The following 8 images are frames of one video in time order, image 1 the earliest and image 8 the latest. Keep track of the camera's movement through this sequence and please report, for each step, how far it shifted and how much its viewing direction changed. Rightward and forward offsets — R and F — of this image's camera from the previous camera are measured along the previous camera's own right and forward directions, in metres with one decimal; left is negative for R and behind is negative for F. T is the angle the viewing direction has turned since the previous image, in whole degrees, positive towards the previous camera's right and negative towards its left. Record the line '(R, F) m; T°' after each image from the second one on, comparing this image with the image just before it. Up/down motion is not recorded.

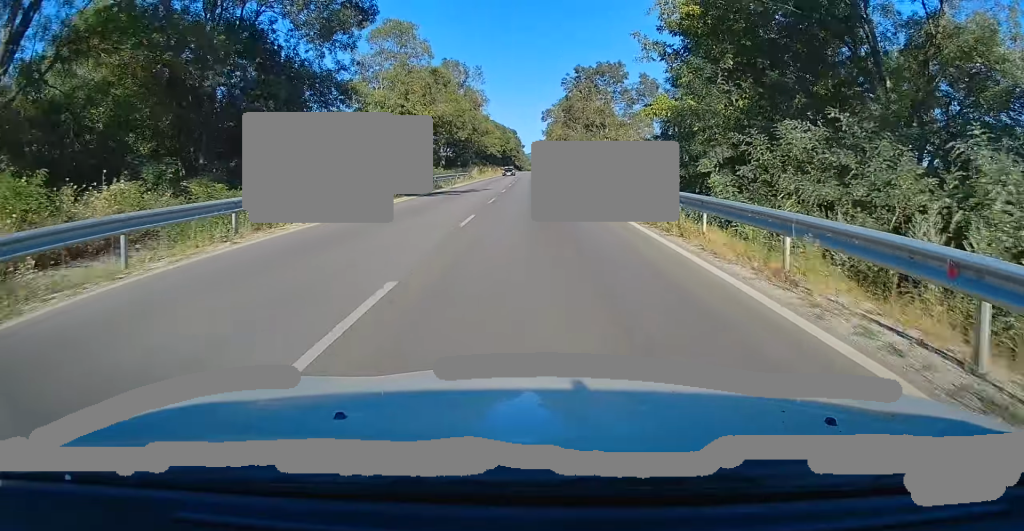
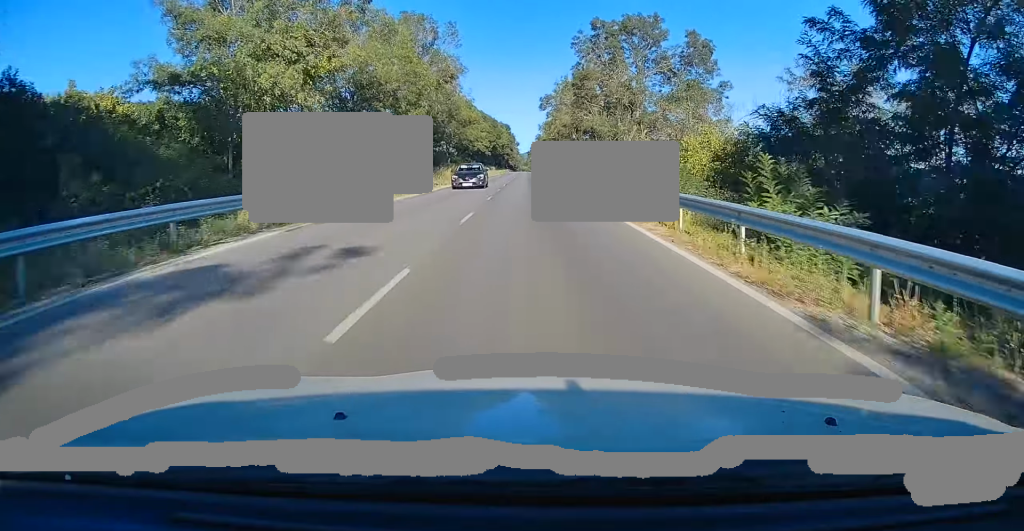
(-0.2, +26.3) m; -1°
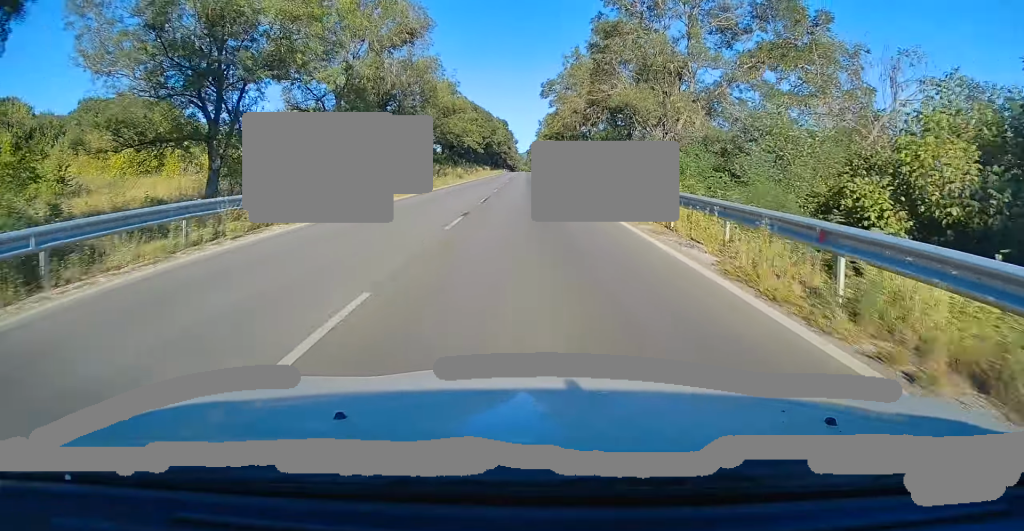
(-0.1, +19.3) m; 0°
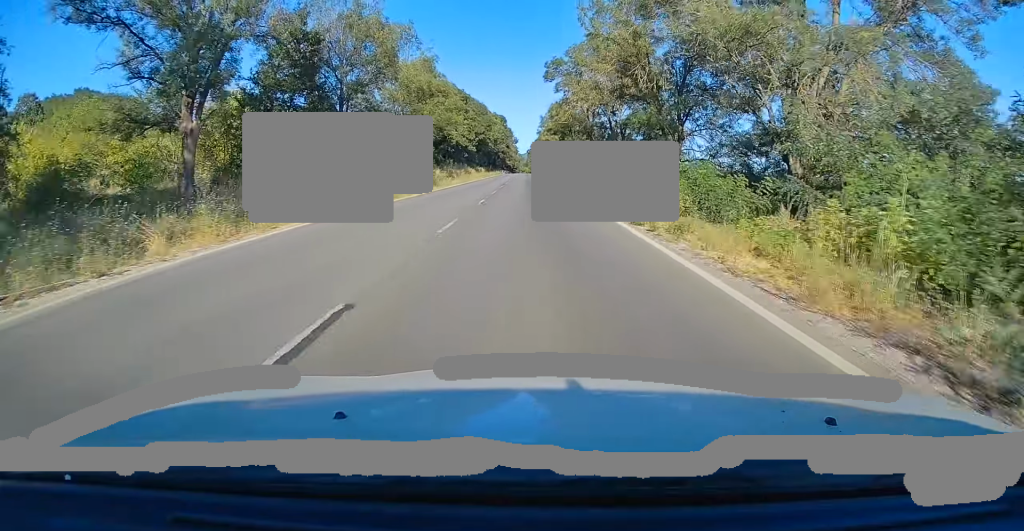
(+0.3, +18.5) m; +1°
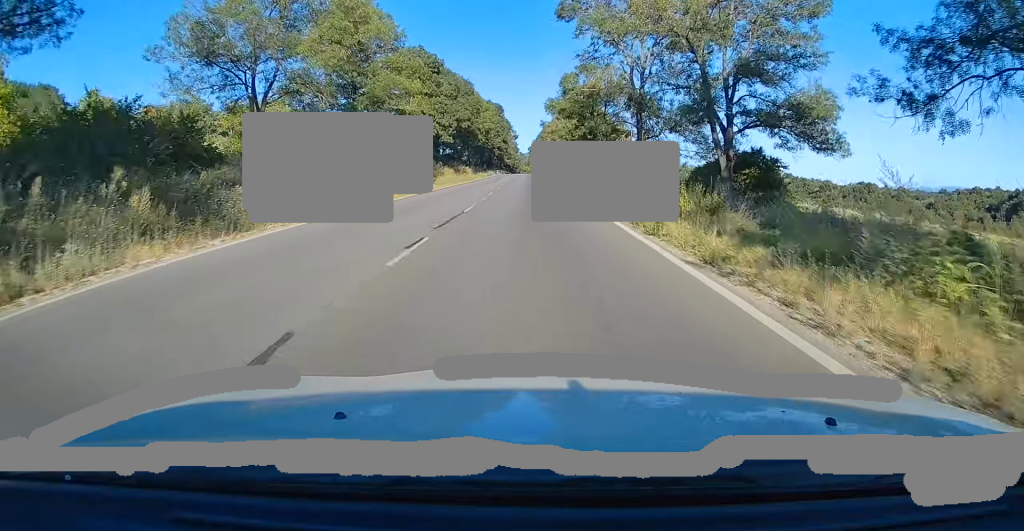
(-0.1, +31.1) m; 0°
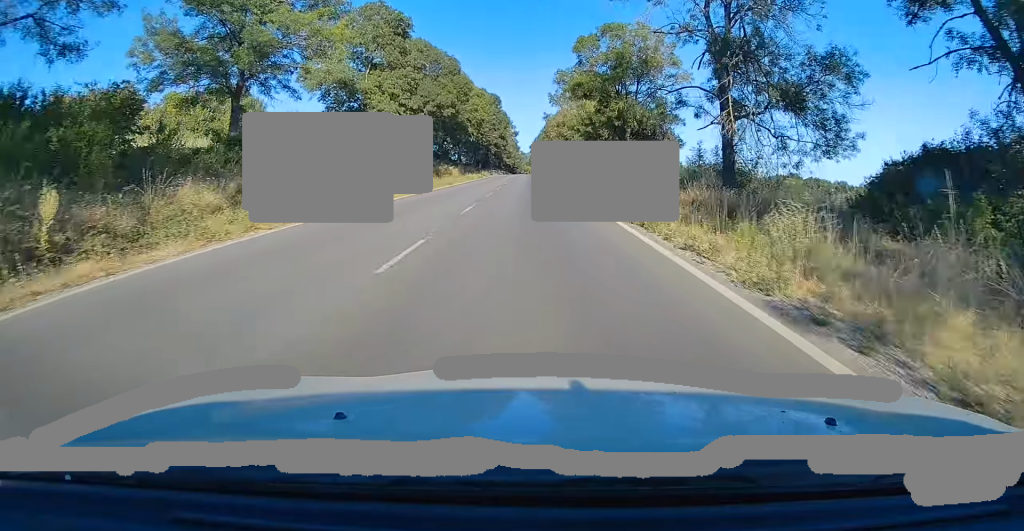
(0.0, +18.6) m; 0°
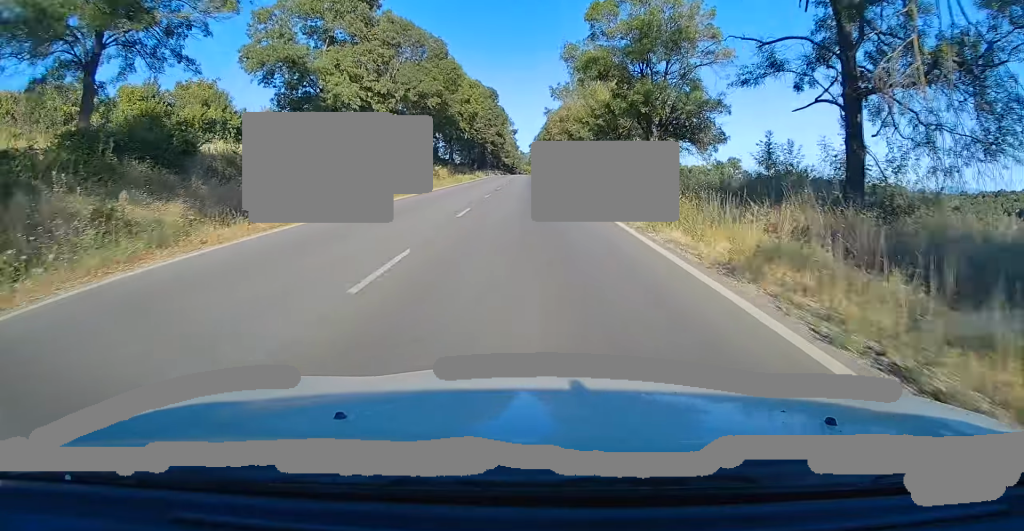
(0.0, +10.0) m; 0°
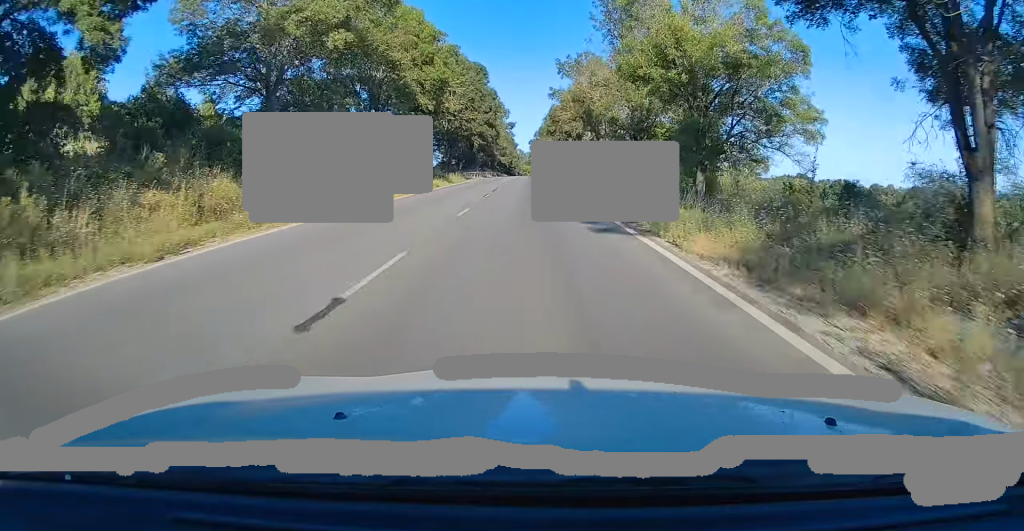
(+0.1, +27.1) m; 0°
